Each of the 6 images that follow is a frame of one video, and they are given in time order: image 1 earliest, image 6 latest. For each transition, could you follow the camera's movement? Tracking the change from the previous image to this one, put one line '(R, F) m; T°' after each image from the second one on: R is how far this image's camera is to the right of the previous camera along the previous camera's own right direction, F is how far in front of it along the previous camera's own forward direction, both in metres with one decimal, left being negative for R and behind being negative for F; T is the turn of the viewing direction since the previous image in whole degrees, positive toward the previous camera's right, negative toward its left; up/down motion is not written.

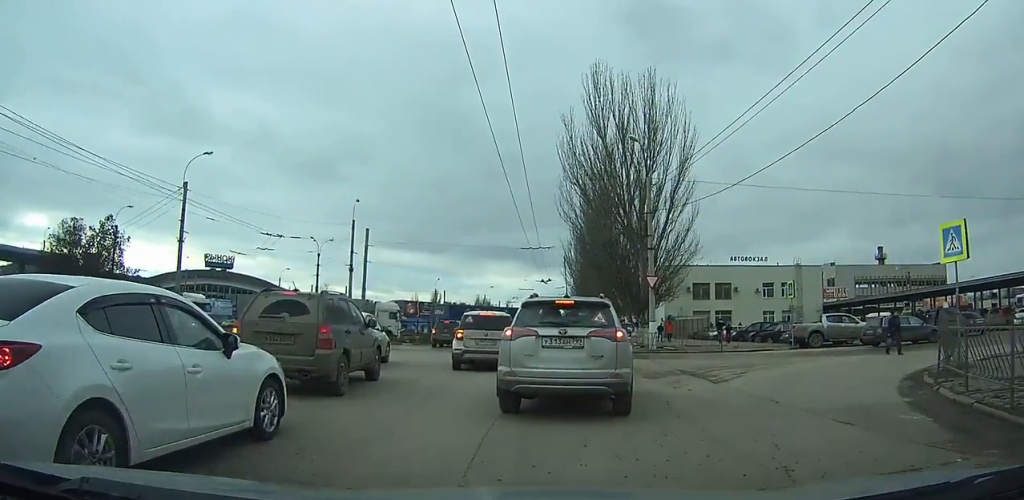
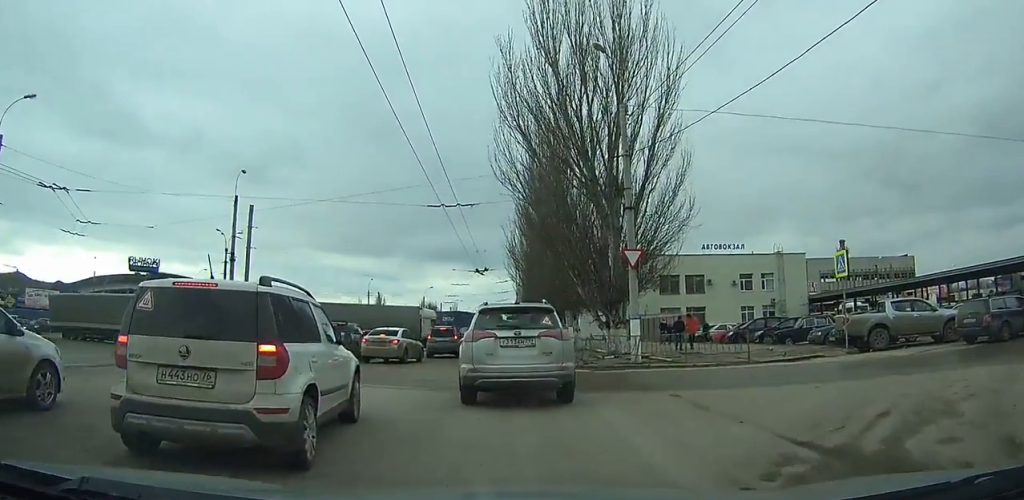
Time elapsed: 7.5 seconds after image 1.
(+1.1, +11.6) m; +9°
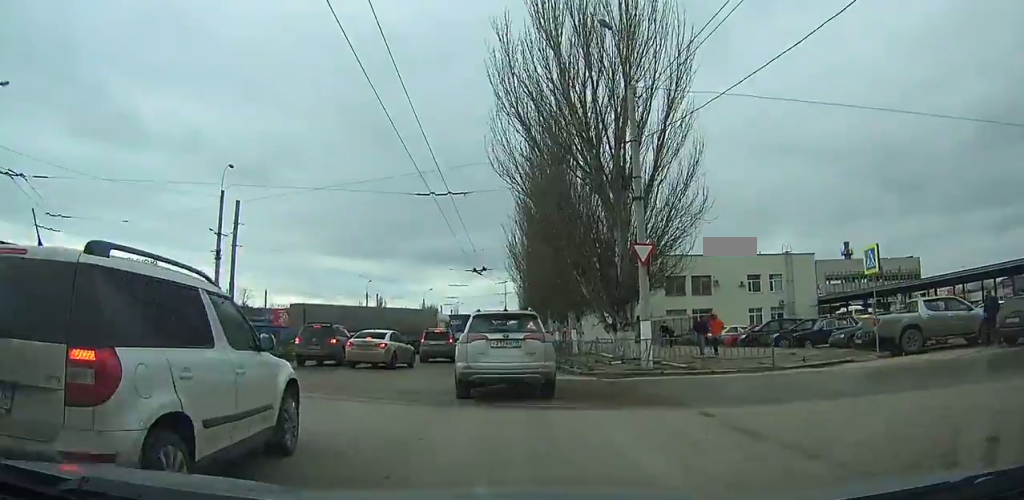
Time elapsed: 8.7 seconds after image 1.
(+0.1, +2.1) m; -2°
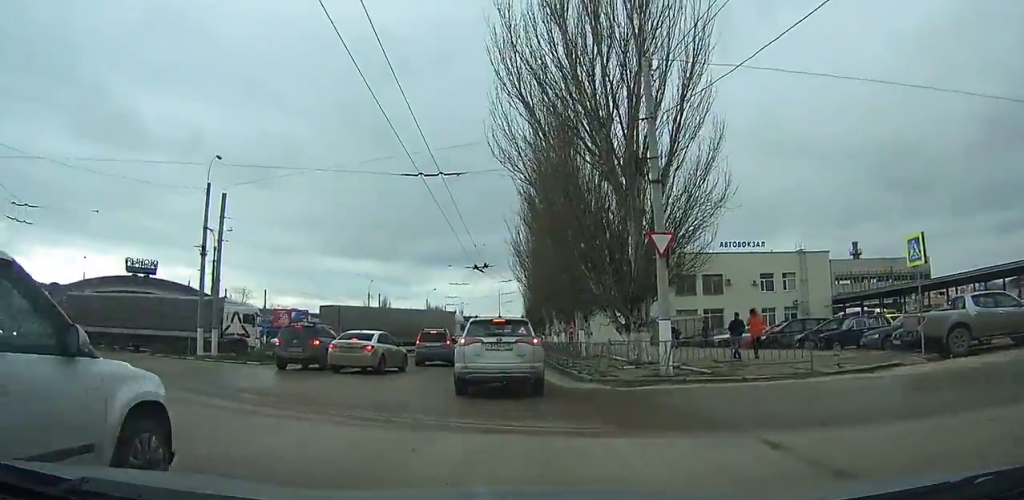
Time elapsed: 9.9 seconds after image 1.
(-0.2, +2.1) m; -3°
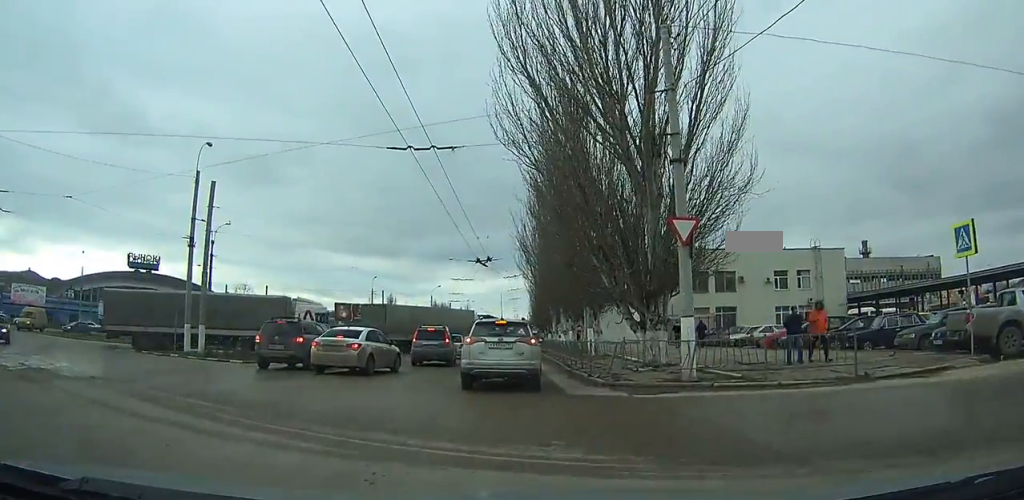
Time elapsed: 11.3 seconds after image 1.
(-0.1, +2.7) m; -1°
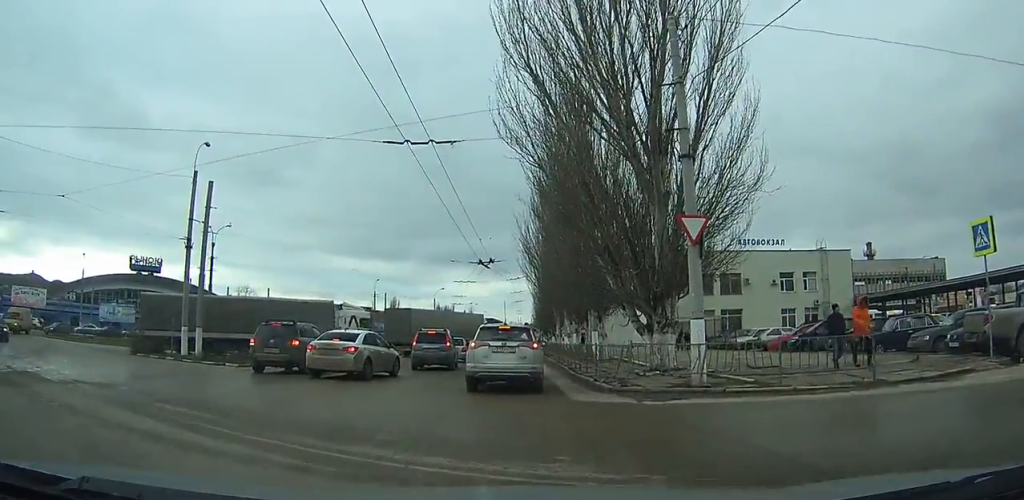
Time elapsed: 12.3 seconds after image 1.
(0.0, +1.7) m; +1°
